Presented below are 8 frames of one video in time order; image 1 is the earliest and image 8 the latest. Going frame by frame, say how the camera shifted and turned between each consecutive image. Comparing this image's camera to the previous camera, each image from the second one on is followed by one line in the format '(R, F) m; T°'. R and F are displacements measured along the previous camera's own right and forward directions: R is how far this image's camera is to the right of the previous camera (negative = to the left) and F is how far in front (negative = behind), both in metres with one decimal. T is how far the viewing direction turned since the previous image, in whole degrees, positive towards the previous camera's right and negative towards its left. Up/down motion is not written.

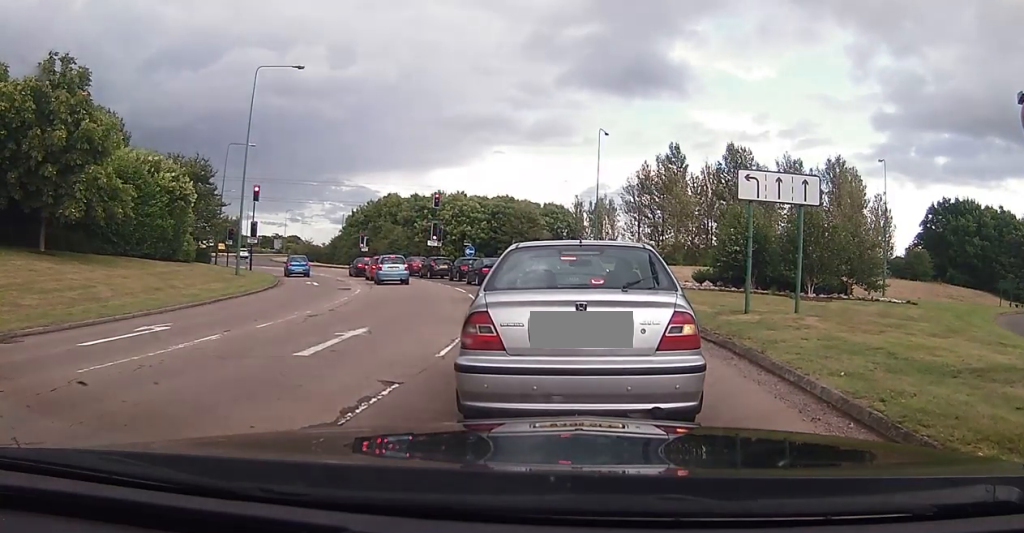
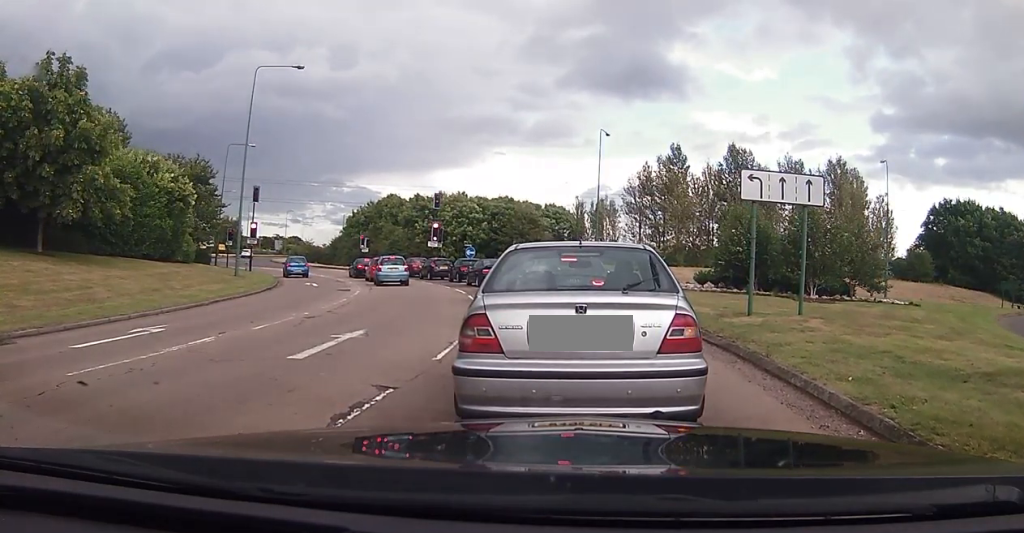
(0.0, 0.0) m; 0°
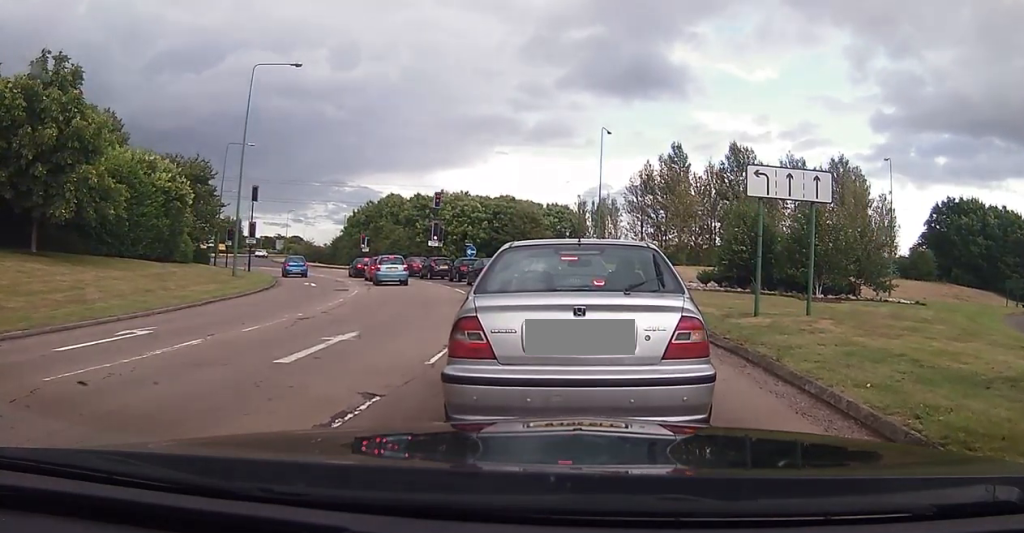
(0.0, +0.1) m; 0°
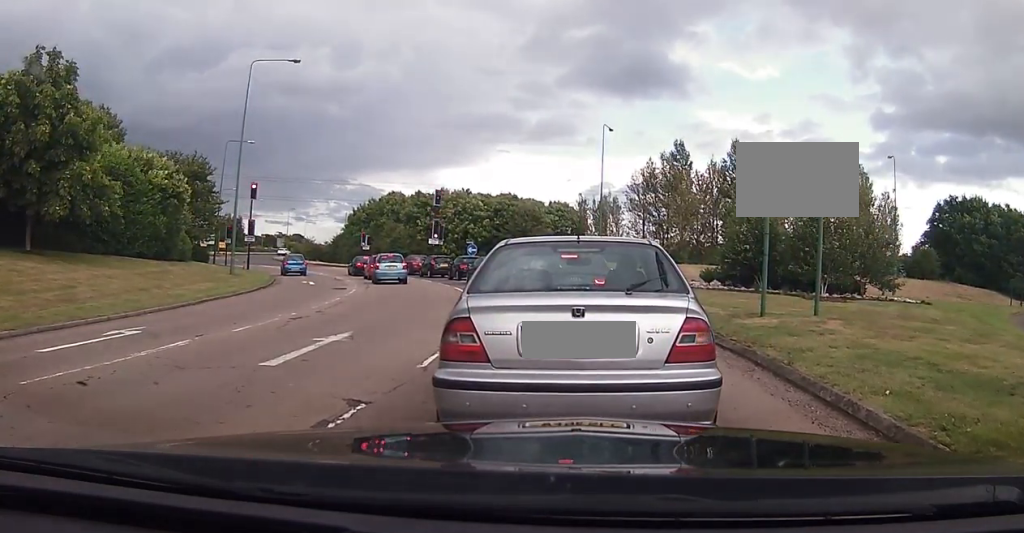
(+0.1, +0.3) m; 0°
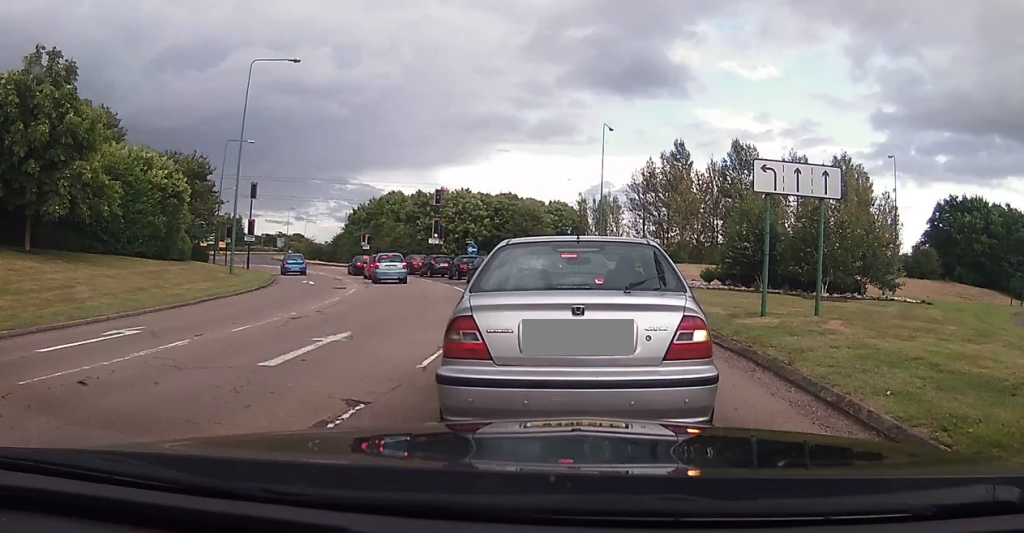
(0.0, +0.1) m; 0°
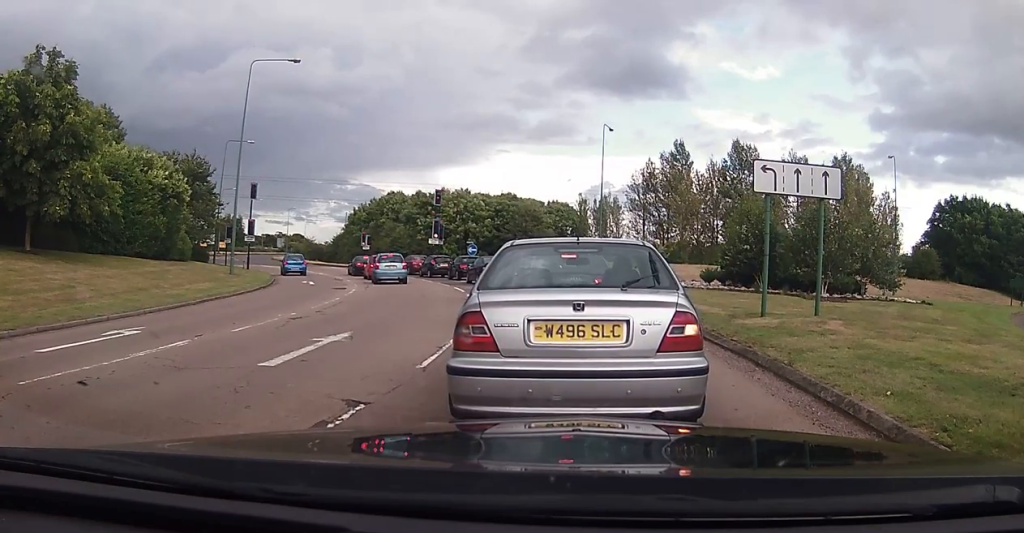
(0.0, +0.1) m; 0°
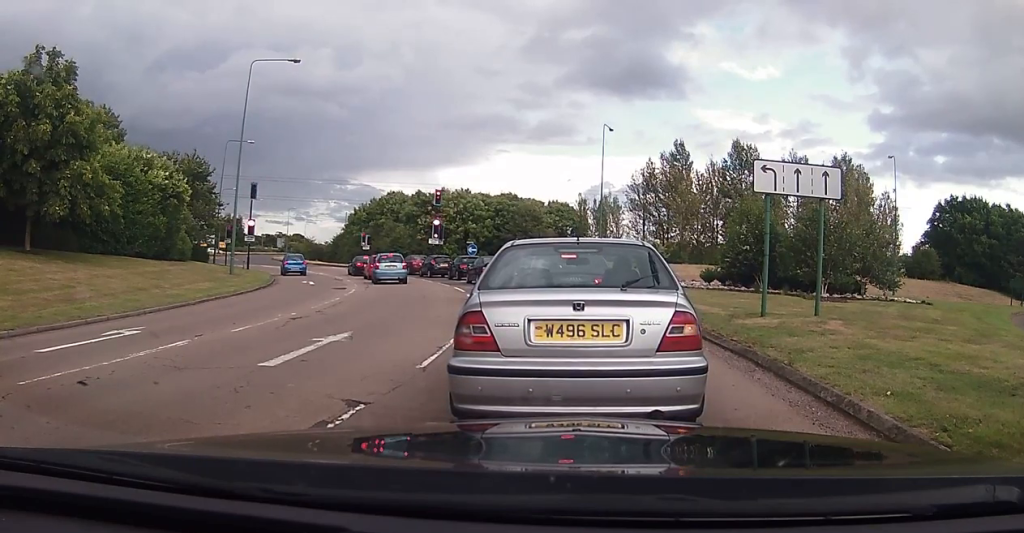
(0.0, 0.0) m; 0°
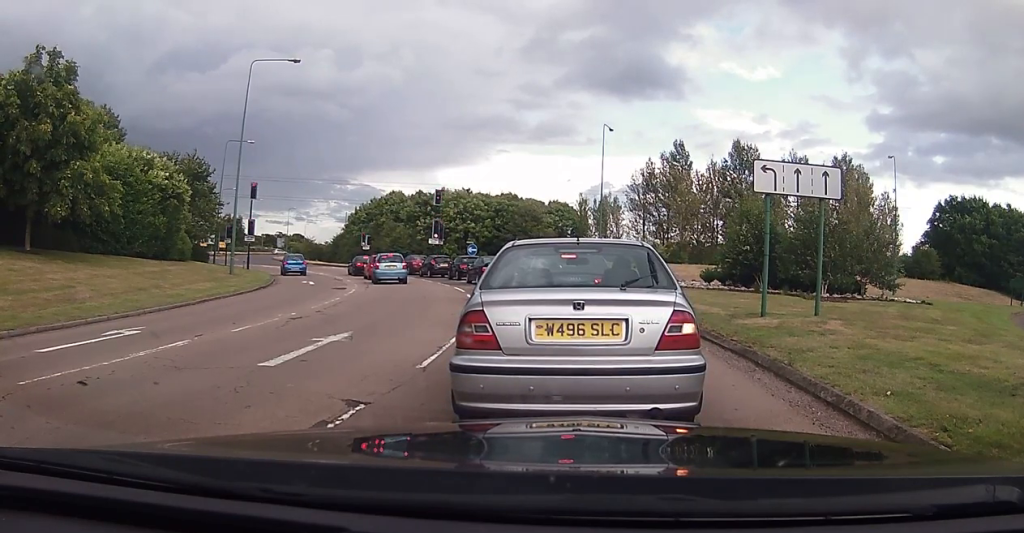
(0.0, 0.0) m; 0°
